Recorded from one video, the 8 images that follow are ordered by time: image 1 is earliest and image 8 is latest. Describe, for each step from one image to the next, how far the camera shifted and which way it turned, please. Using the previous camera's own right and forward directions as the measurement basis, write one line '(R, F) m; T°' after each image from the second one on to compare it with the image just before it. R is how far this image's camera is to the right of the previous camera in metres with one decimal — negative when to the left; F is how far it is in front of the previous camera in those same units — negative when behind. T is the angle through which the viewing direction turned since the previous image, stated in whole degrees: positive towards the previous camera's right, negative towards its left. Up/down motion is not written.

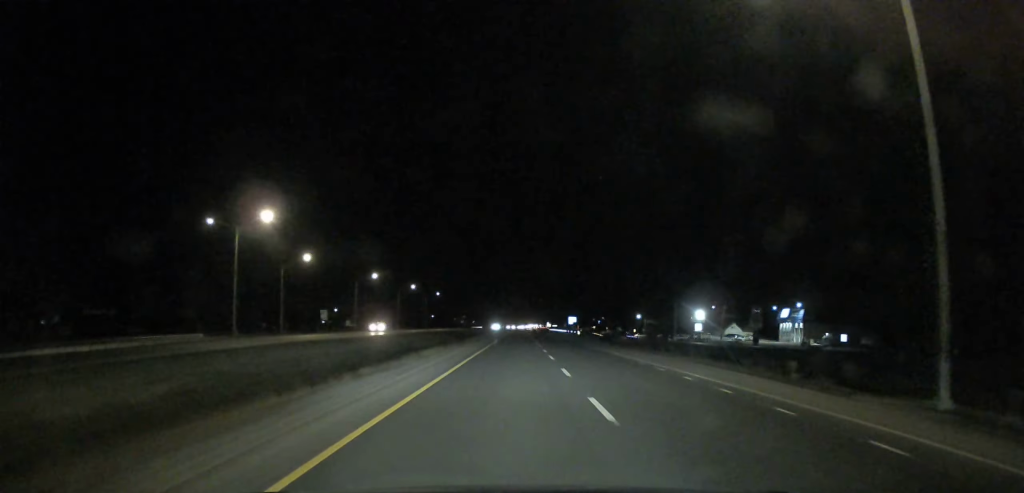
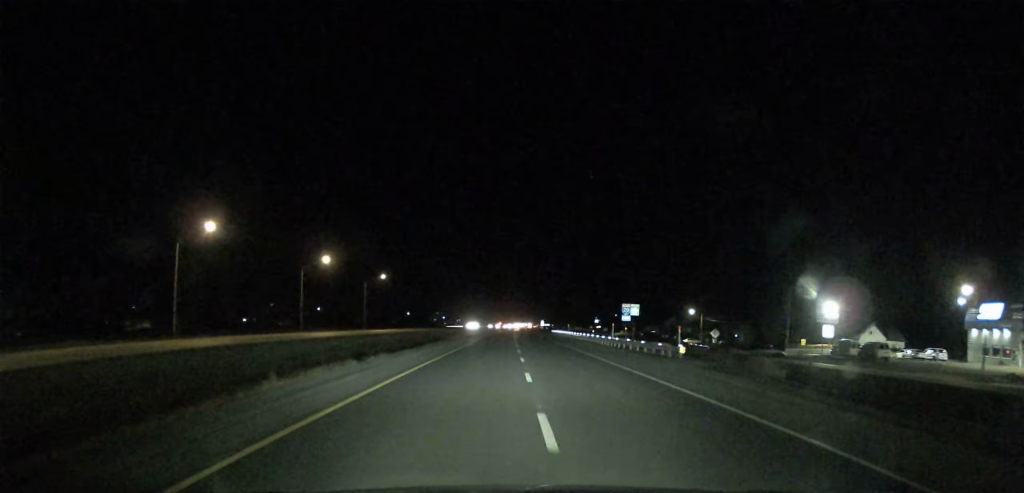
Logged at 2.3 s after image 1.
(-0.6, +82.0) m; 0°
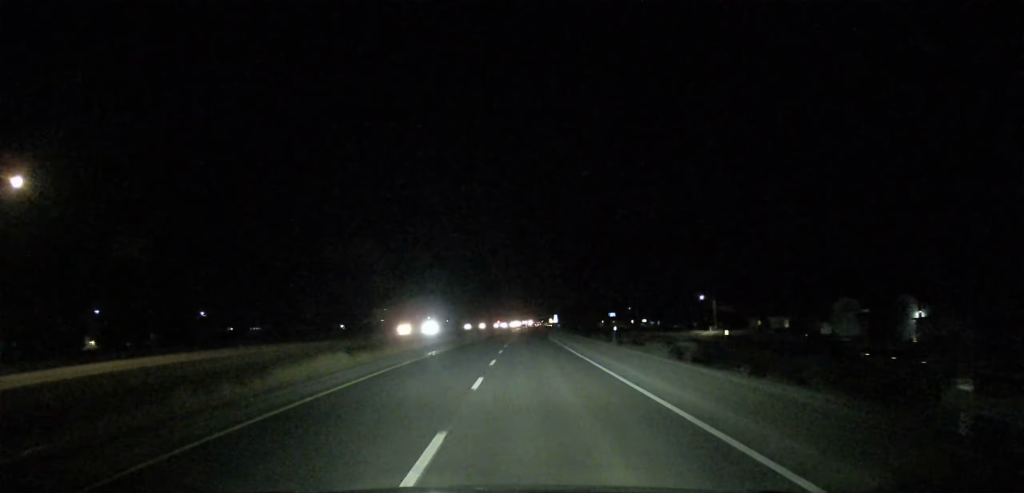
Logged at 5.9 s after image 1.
(+0.6, +125.9) m; +1°
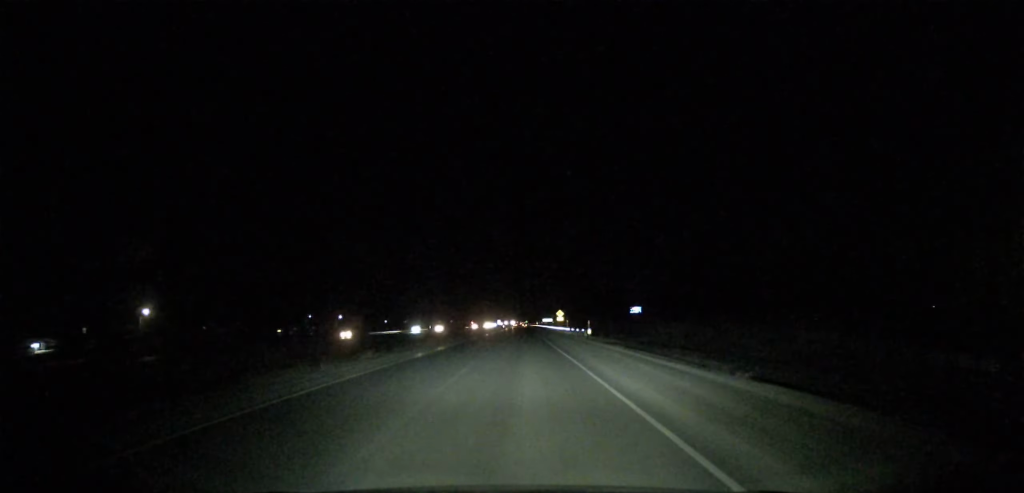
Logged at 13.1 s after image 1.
(+3.2, +252.1) m; +1°
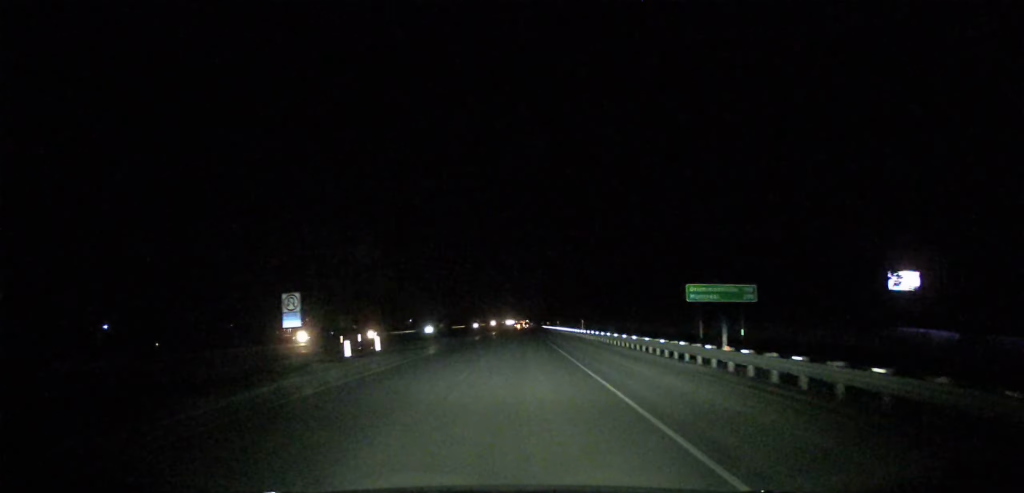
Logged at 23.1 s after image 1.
(-0.3, +349.0) m; 0°
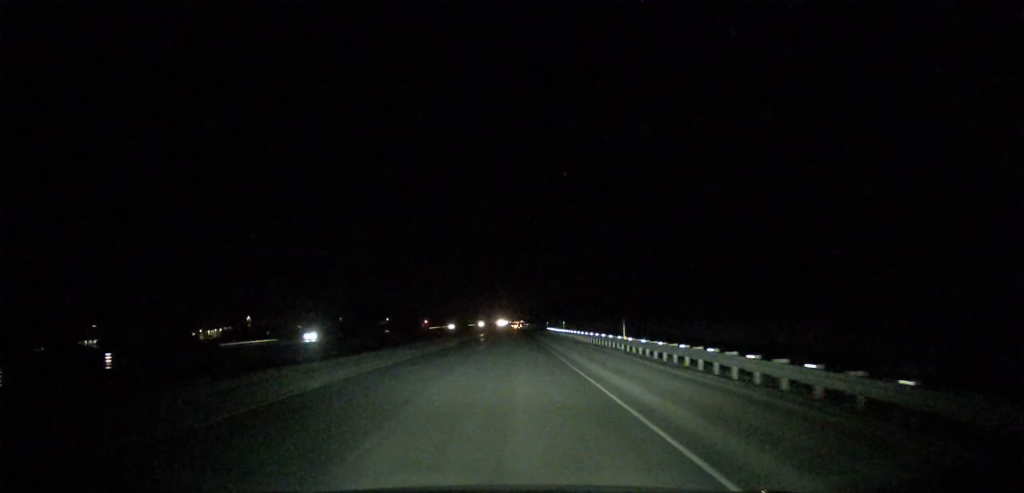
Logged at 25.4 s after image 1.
(+0.1, +81.1) m; 0°
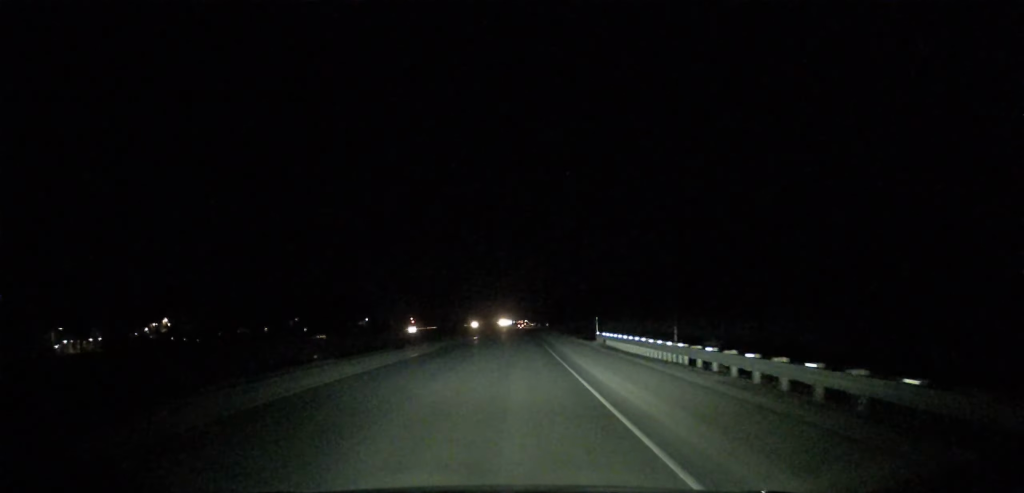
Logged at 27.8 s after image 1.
(0.0, +83.9) m; 0°
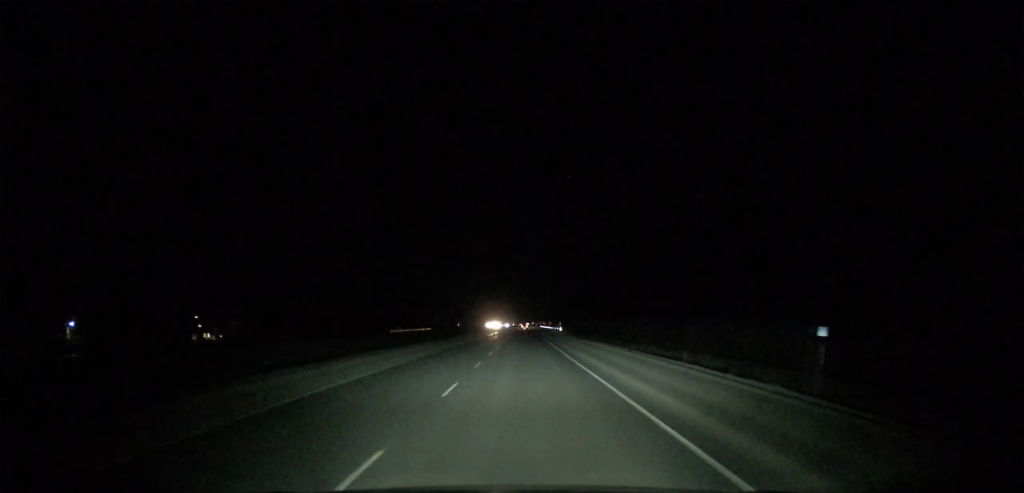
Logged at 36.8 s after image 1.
(-0.3, +308.4) m; 0°
